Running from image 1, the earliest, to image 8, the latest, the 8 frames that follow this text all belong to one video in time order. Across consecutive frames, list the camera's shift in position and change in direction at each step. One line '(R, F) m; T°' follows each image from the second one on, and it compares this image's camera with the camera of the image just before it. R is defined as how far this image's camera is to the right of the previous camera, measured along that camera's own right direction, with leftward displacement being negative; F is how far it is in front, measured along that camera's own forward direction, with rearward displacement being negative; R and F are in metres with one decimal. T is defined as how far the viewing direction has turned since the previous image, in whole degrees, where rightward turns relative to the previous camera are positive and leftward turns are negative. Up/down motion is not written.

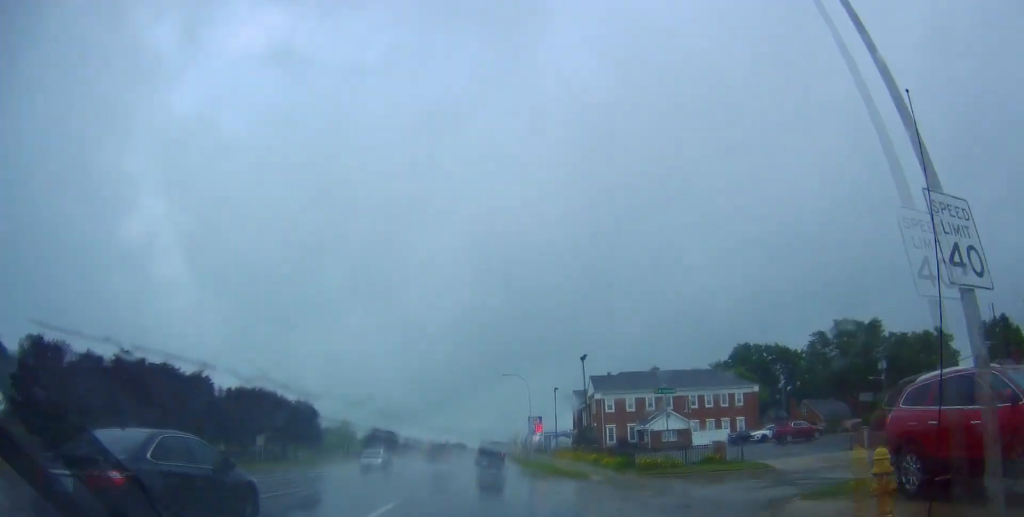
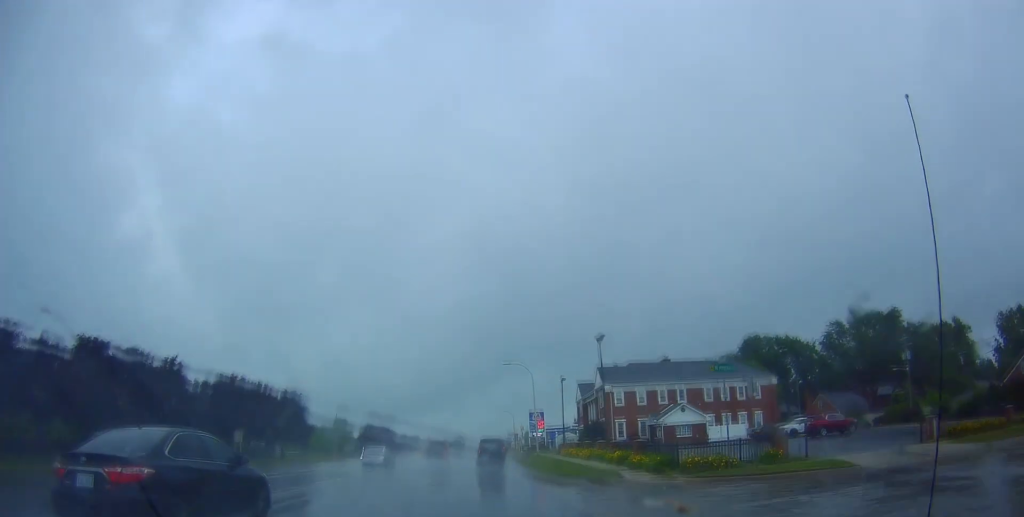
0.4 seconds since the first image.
(+0.2, +6.0) m; 0°
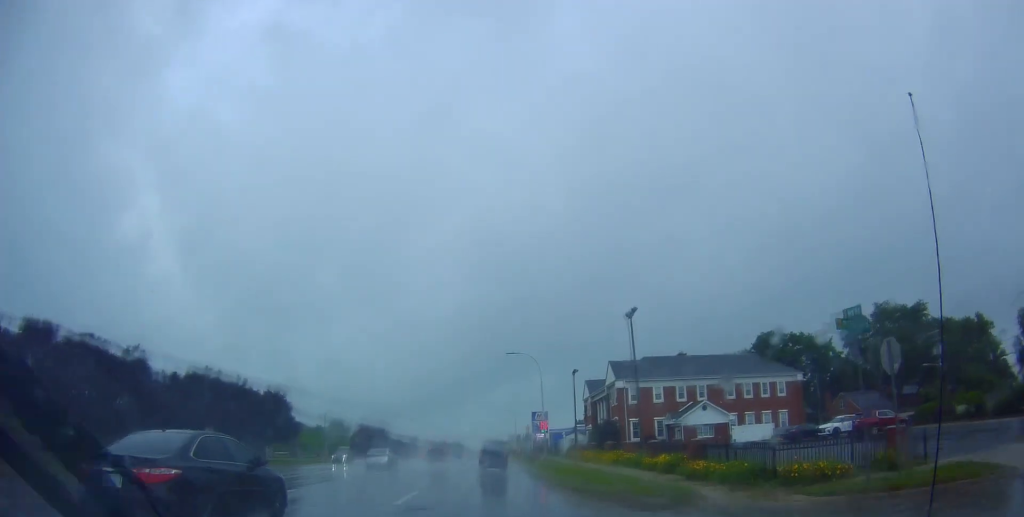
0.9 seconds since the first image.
(-0.2, +7.2) m; -1°
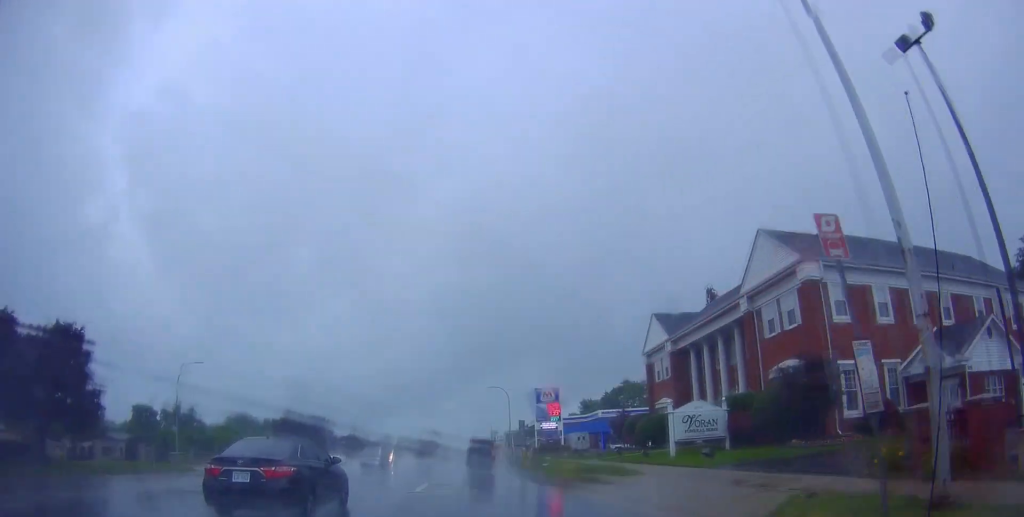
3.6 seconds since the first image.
(-0.4, +43.2) m; +2°
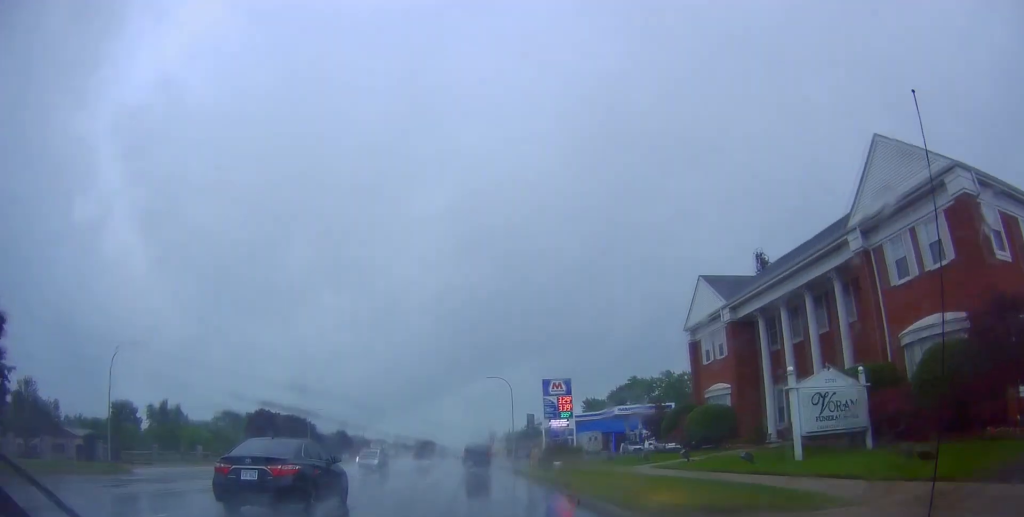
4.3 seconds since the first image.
(0.0, +10.6) m; +1°
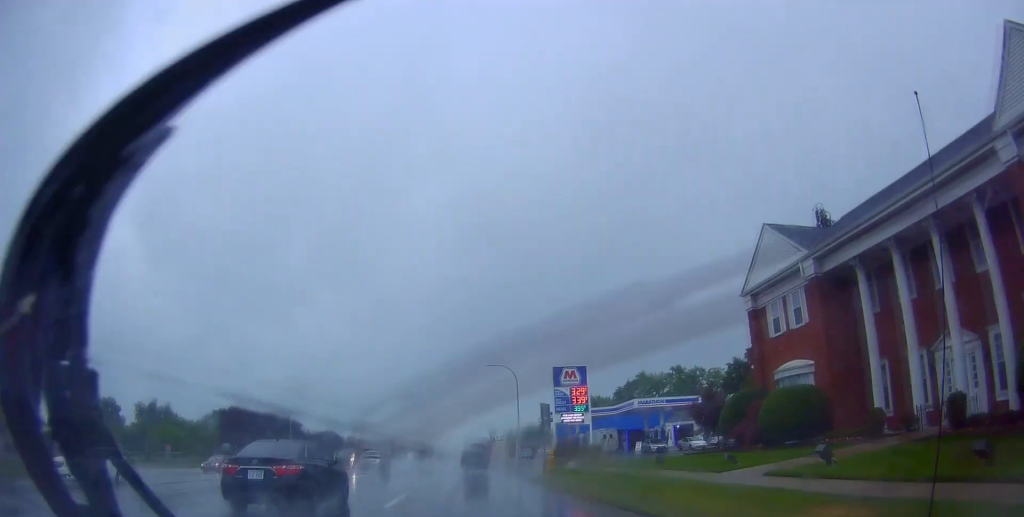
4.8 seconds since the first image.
(+0.2, +9.3) m; +1°
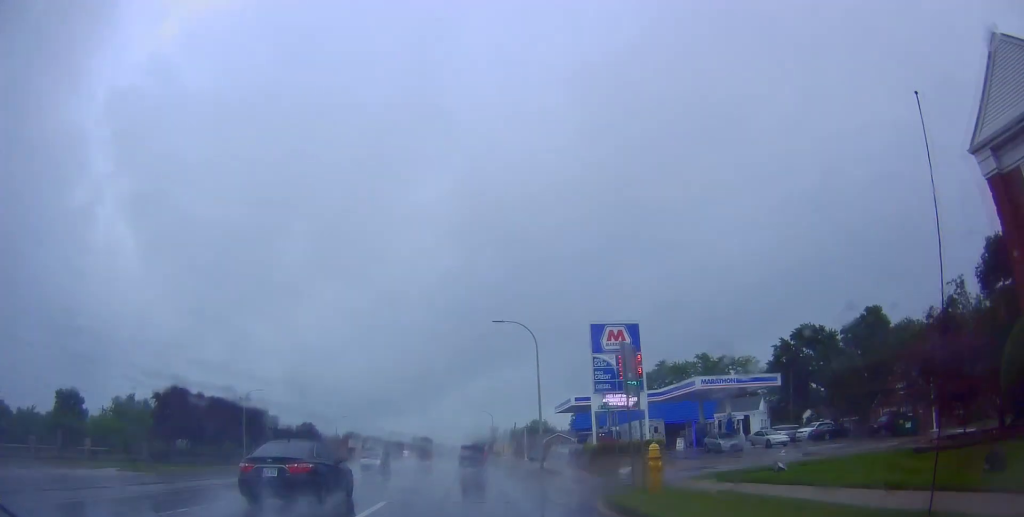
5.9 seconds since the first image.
(+0.2, +18.3) m; 0°
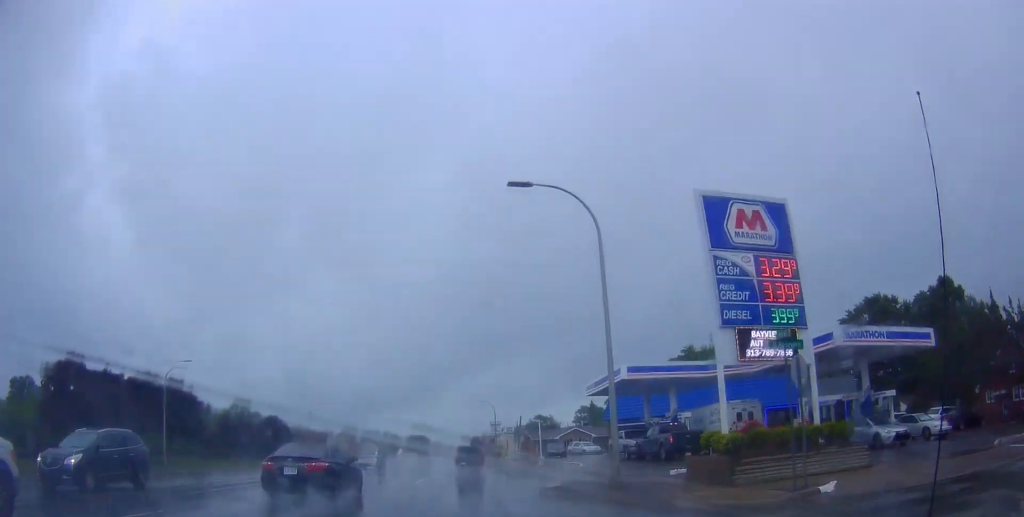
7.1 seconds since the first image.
(0.0, +19.7) m; -1°
